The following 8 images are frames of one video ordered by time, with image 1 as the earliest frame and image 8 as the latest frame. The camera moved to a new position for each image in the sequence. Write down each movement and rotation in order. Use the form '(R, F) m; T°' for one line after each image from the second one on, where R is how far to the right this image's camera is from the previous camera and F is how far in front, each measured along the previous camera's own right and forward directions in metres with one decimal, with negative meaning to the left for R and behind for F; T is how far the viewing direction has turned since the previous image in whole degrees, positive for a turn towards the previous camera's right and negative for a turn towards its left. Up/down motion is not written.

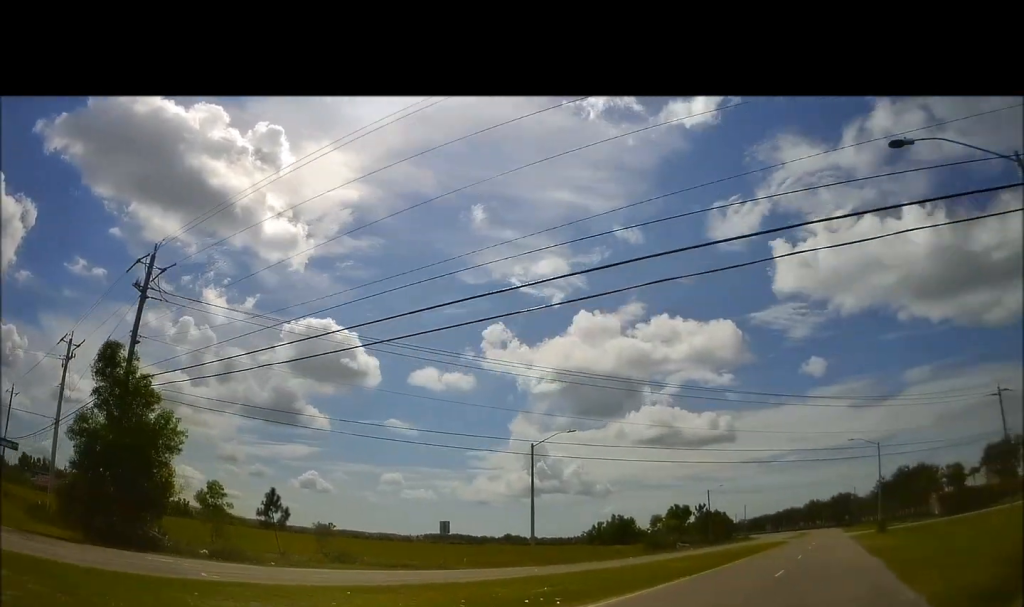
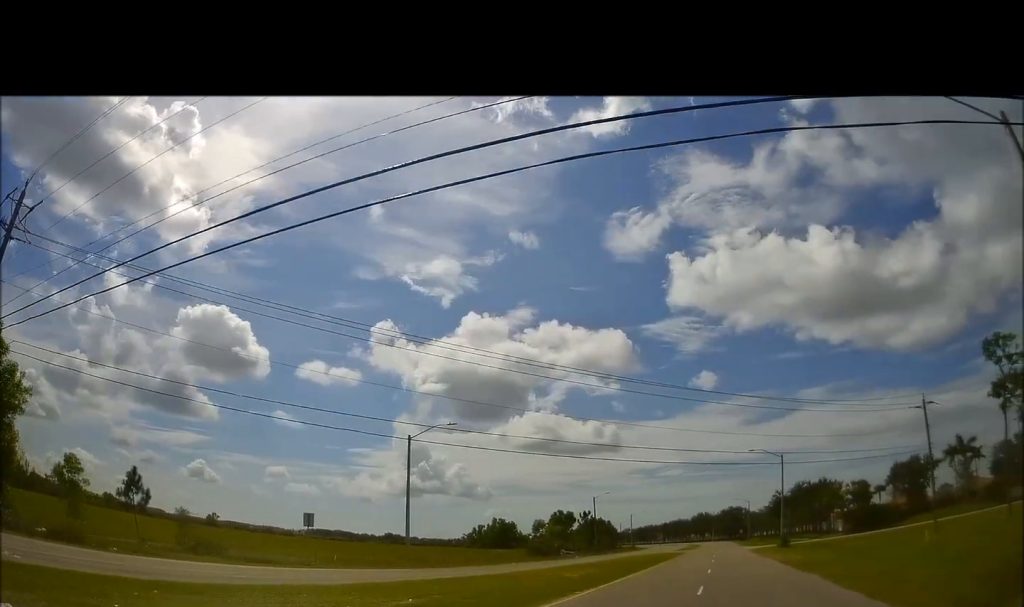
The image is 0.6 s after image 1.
(+0.3, +3.5) m; +11°
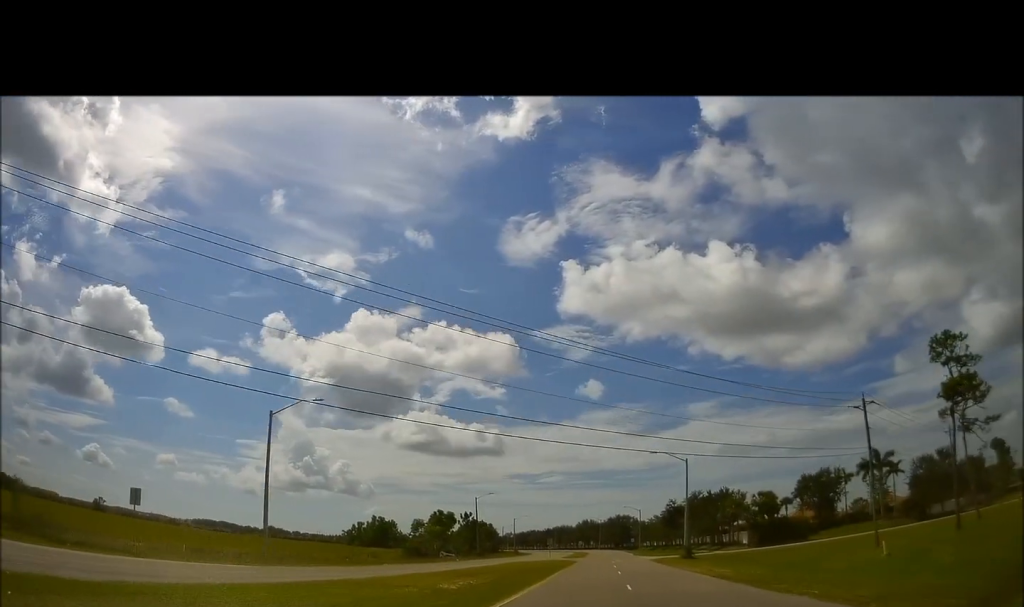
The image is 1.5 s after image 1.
(+1.0, +6.2) m; +10°
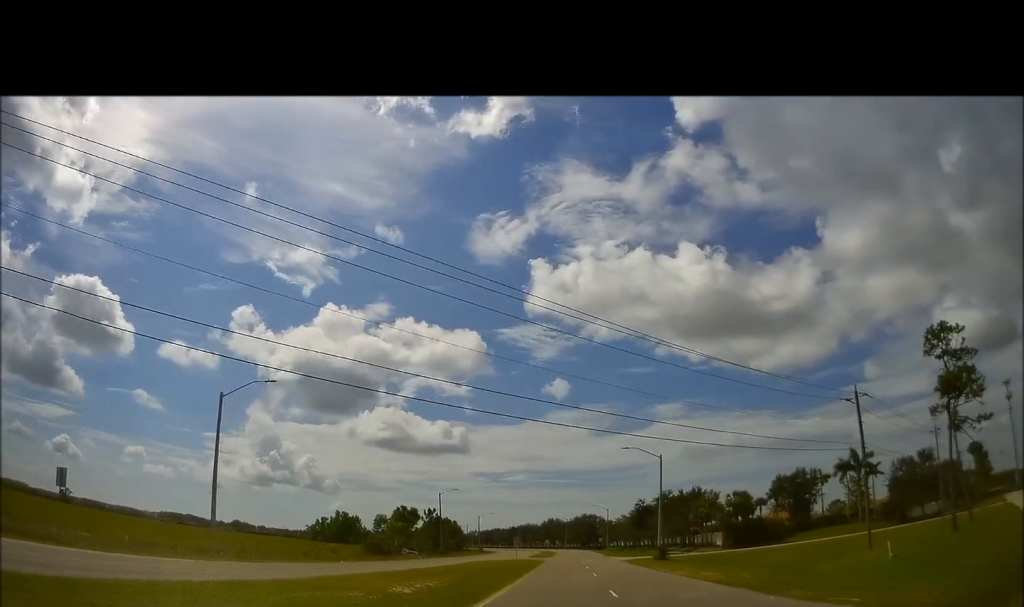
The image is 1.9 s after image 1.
(+0.1, +3.2) m; +3°
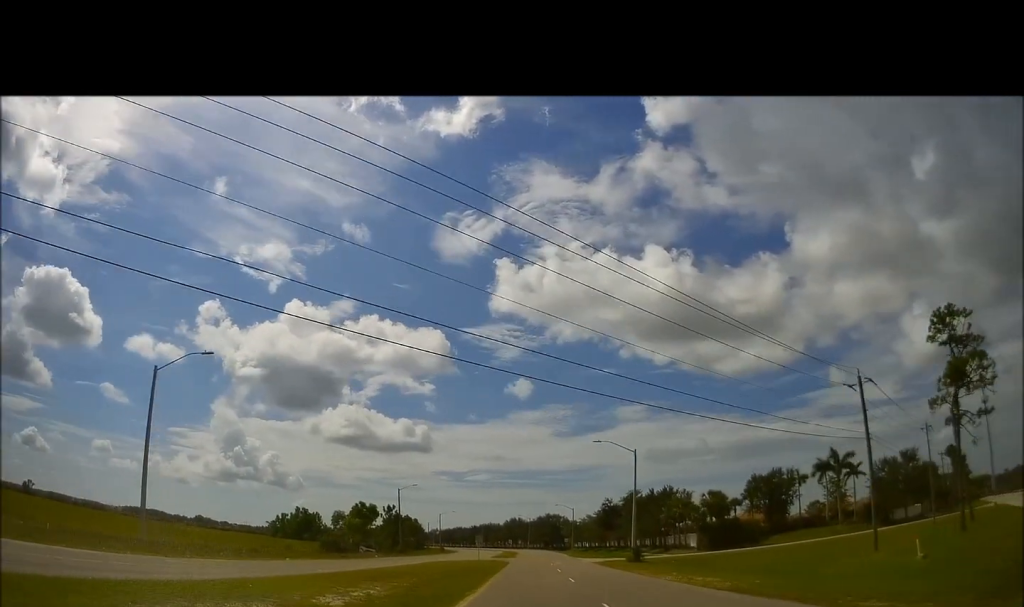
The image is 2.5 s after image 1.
(-0.2, +4.7) m; +4°
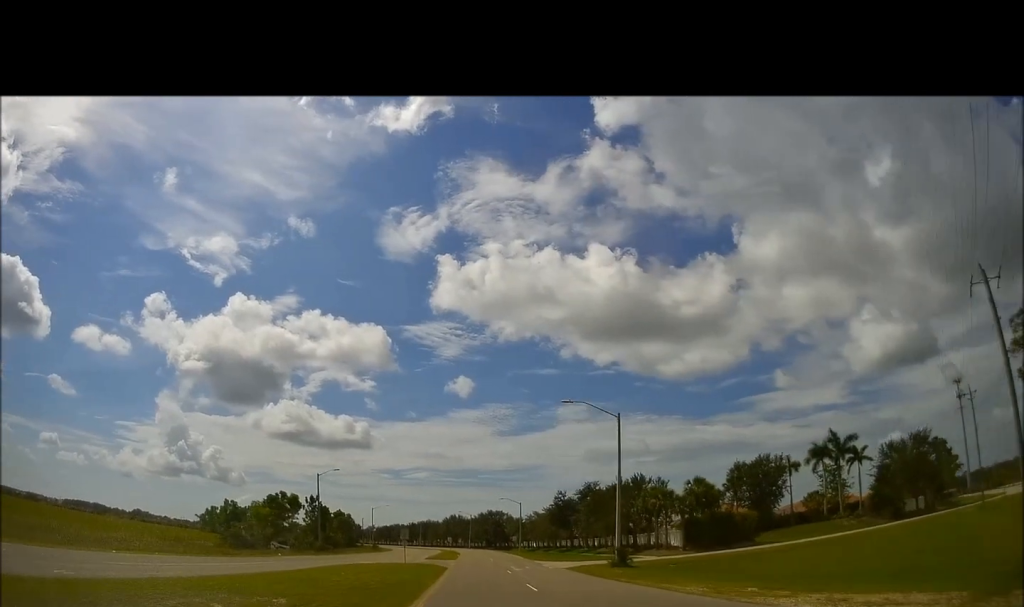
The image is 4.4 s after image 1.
(+1.9, +16.8) m; +5°
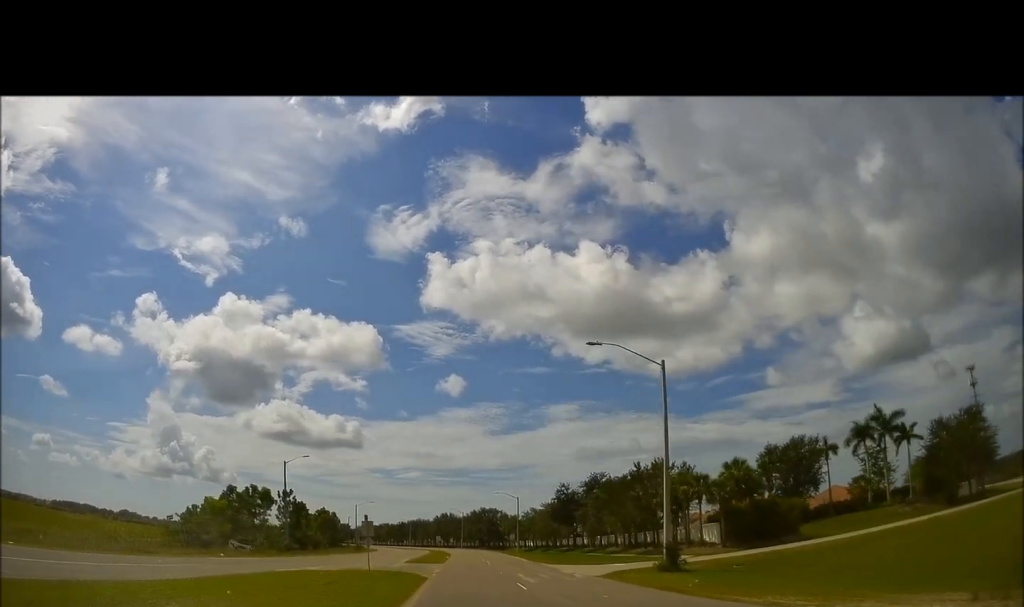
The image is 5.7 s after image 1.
(-0.7, +12.9) m; -2°
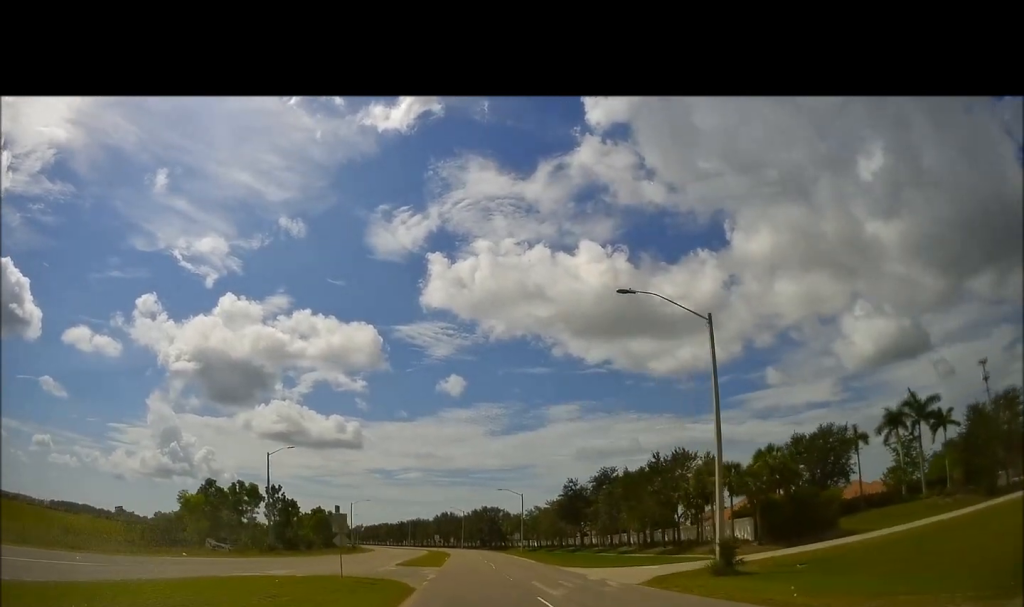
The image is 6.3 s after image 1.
(+0.3, +6.9) m; +1°
